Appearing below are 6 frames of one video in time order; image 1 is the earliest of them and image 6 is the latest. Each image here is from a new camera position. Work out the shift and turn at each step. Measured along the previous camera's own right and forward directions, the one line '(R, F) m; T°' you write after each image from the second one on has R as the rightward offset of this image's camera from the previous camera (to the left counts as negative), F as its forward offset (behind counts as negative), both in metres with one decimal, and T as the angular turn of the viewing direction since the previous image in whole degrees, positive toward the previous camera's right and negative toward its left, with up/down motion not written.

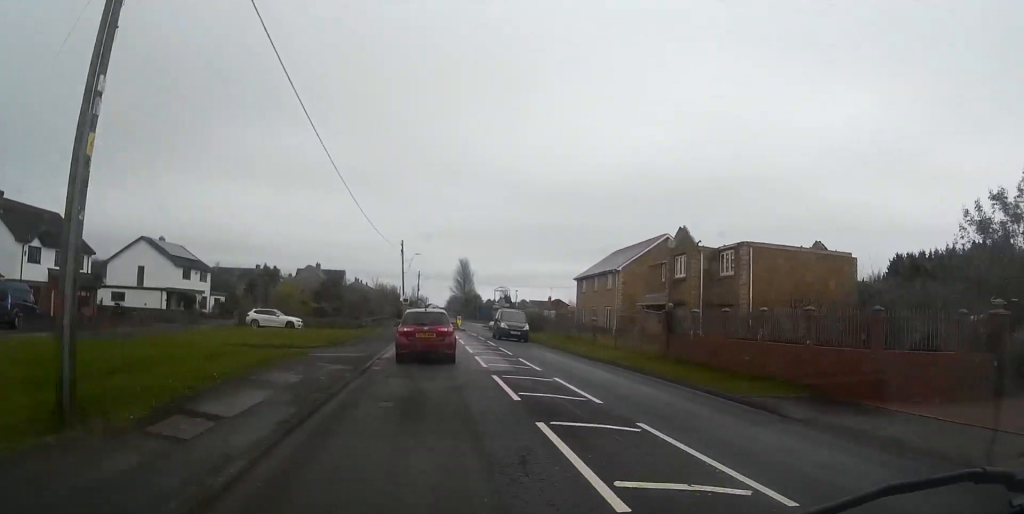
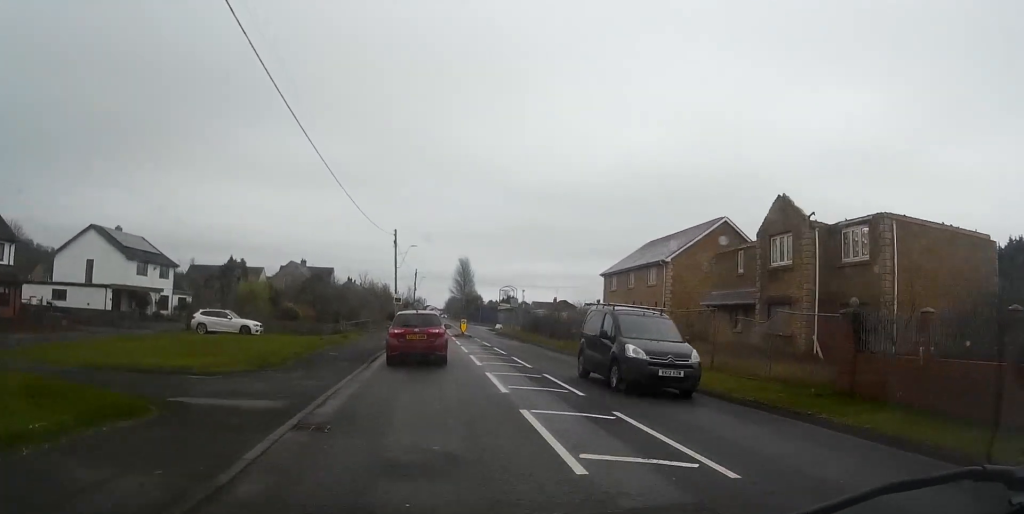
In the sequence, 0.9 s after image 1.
(0.0, +11.0) m; -1°
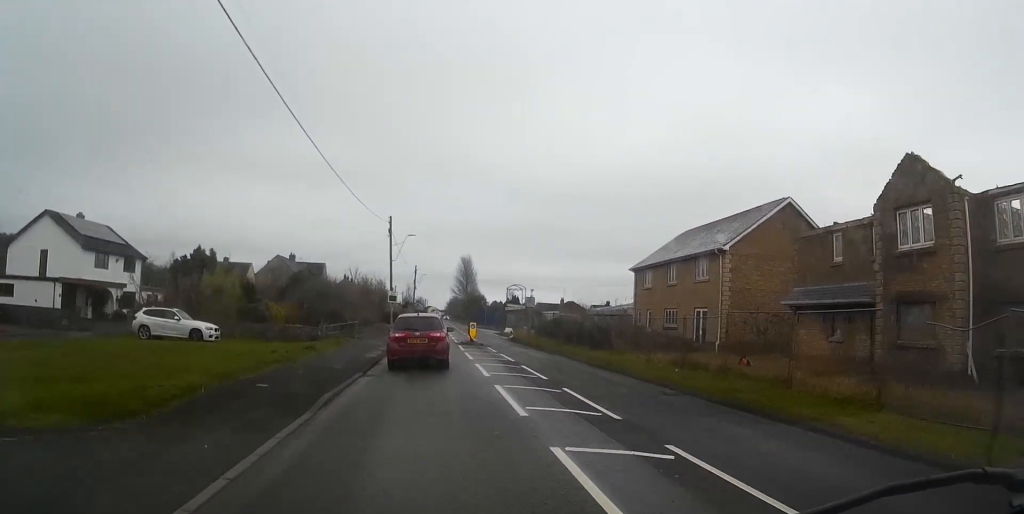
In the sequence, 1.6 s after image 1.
(-0.1, +8.1) m; -1°
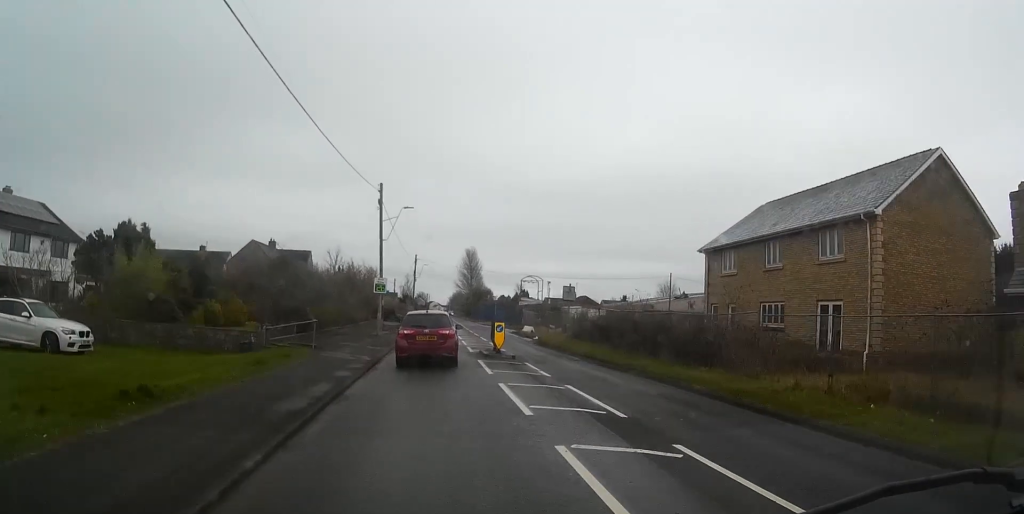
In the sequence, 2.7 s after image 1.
(-0.1, +12.1) m; +1°
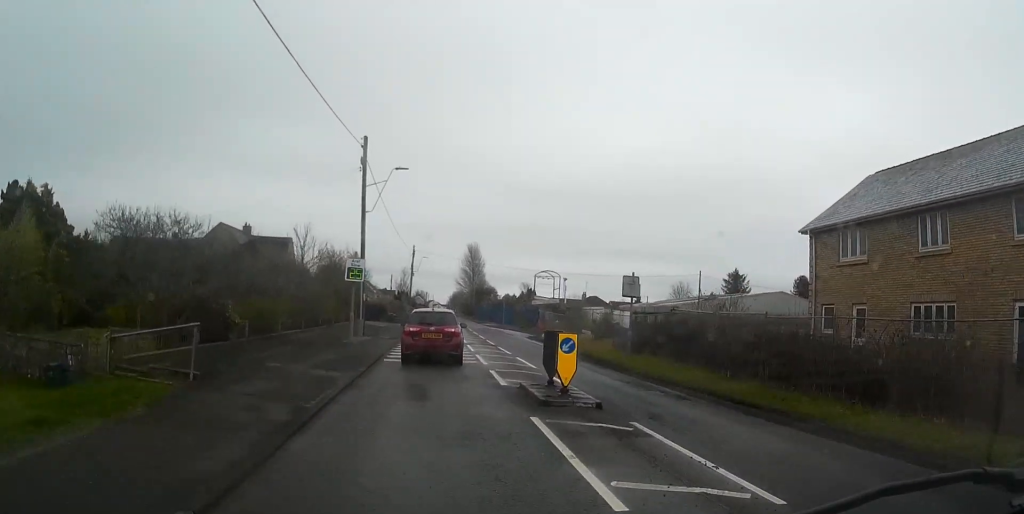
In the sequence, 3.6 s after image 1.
(+0.2, +10.4) m; +1°
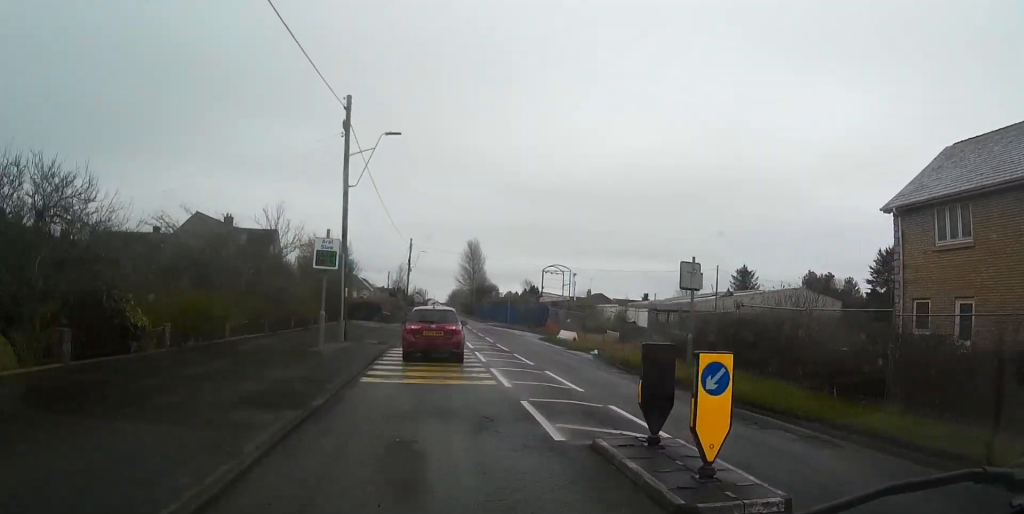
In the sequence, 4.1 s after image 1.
(+0.2, +5.2) m; 0°
